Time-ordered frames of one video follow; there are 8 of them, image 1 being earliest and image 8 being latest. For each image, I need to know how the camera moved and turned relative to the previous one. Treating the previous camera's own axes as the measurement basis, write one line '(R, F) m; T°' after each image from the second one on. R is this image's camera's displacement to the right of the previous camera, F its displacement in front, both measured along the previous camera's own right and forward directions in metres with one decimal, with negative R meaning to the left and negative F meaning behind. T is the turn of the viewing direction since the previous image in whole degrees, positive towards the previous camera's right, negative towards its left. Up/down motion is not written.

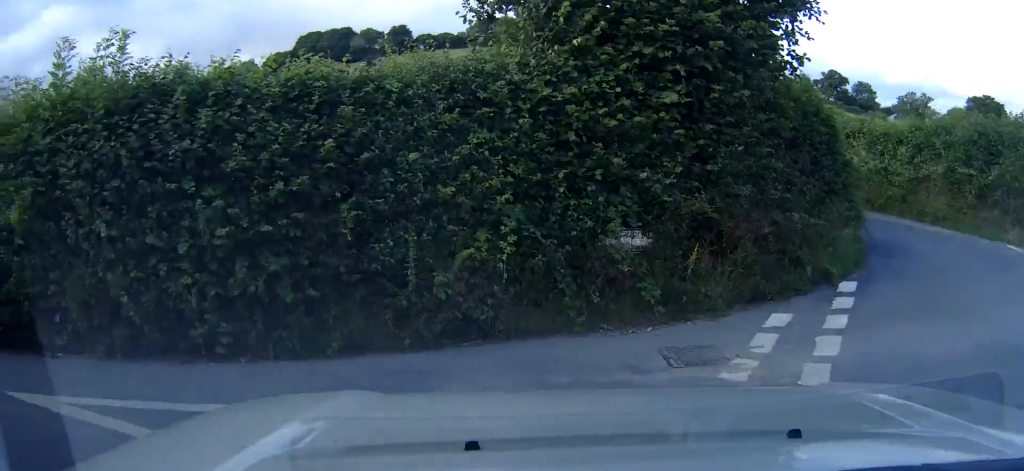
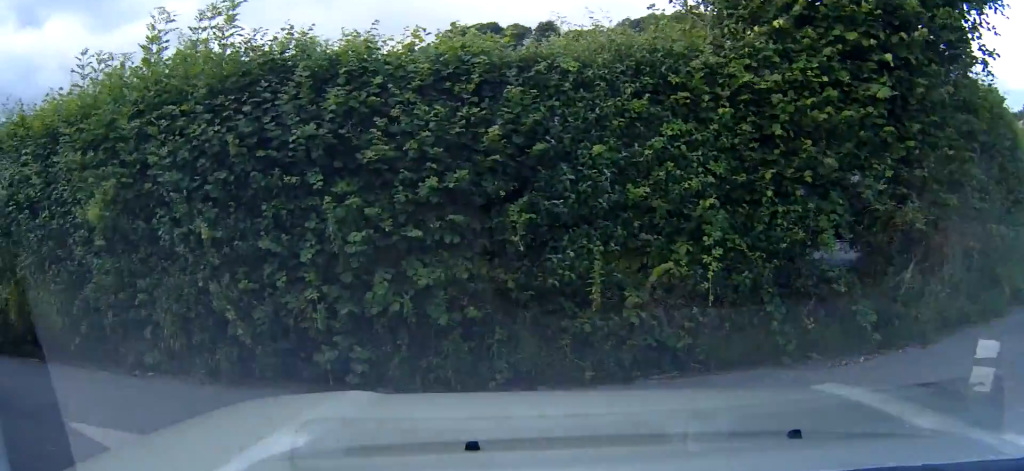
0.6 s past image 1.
(0.0, +1.2) m; -1°
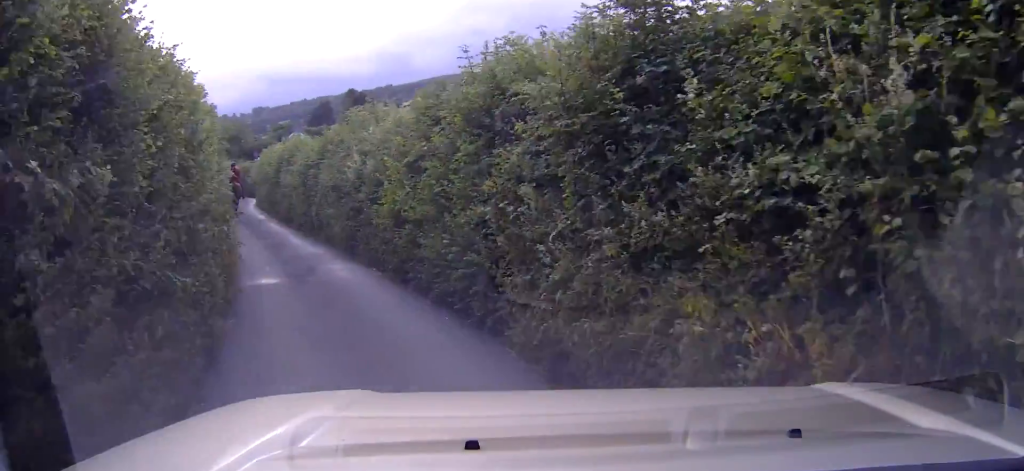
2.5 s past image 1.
(-0.8, +5.3) m; -18°
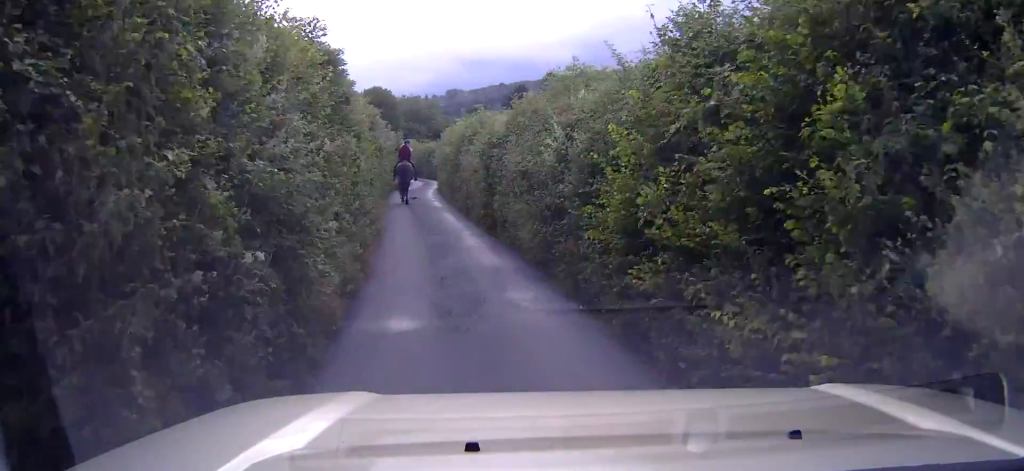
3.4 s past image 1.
(-0.2, +3.9) m; -6°
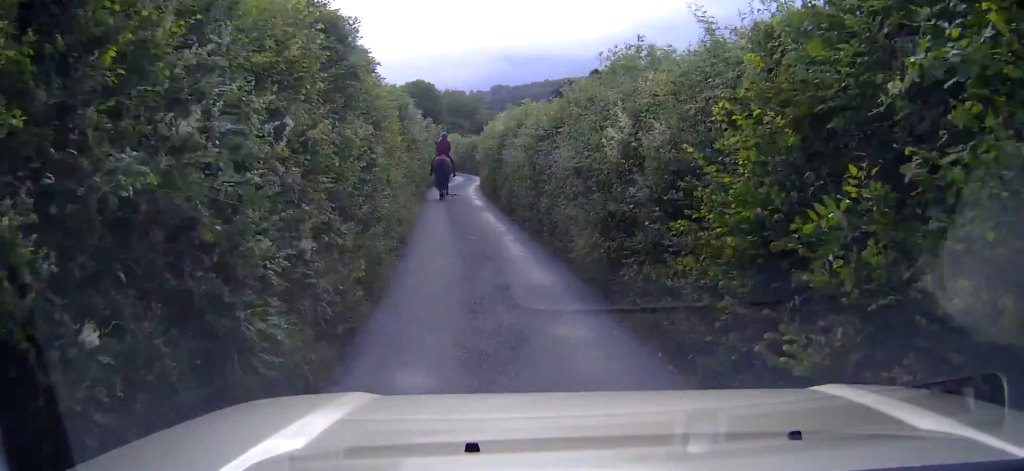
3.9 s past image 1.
(0.0, +1.9) m; -2°
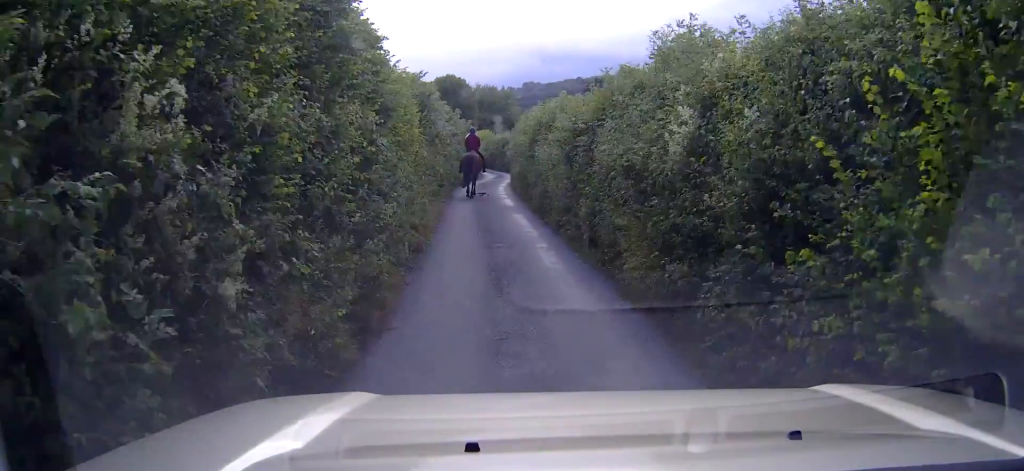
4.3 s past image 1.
(-0.1, +1.5) m; -1°
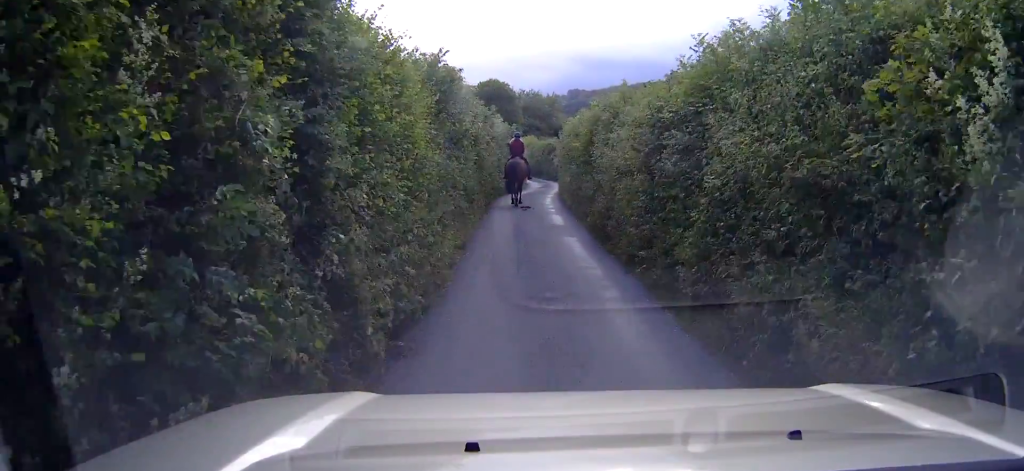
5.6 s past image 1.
(0.0, +4.0) m; 0°
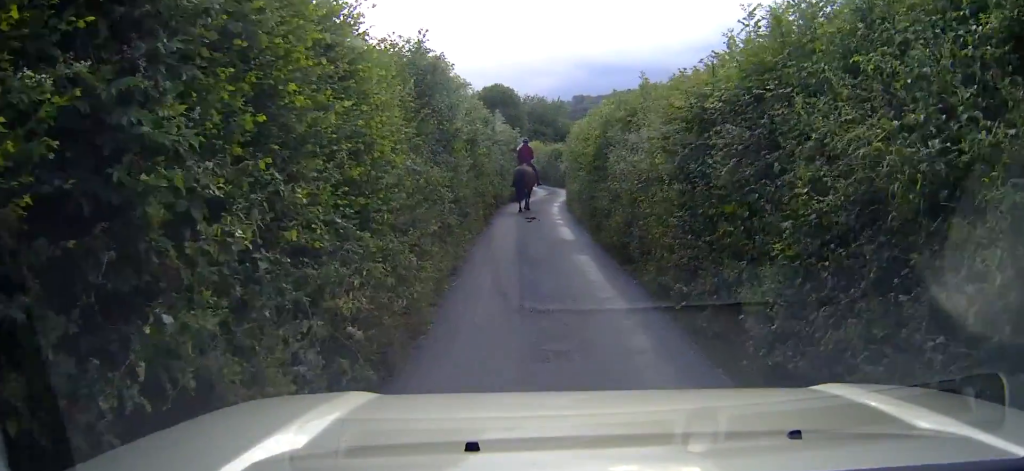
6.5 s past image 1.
(0.0, +2.0) m; -2°
